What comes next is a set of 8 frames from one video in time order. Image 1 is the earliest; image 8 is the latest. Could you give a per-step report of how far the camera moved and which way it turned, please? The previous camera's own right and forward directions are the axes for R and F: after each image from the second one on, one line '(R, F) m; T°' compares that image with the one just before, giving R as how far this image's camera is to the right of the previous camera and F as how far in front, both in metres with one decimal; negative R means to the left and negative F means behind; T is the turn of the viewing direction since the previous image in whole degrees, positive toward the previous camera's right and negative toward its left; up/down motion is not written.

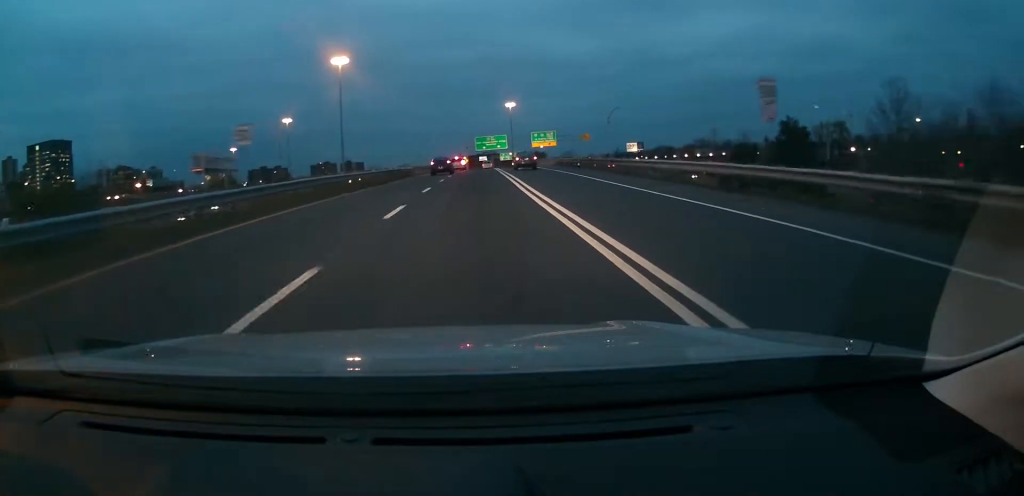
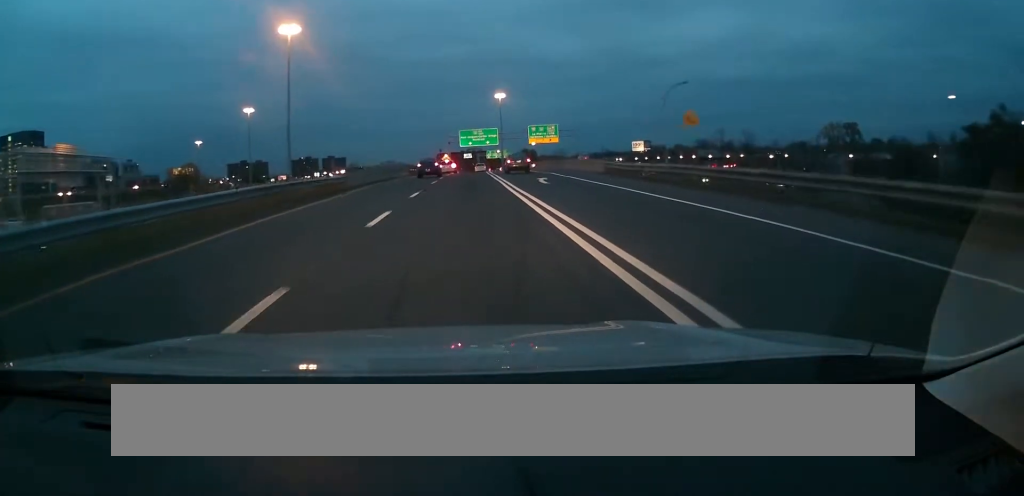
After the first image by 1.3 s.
(+1.5, +29.3) m; +5°
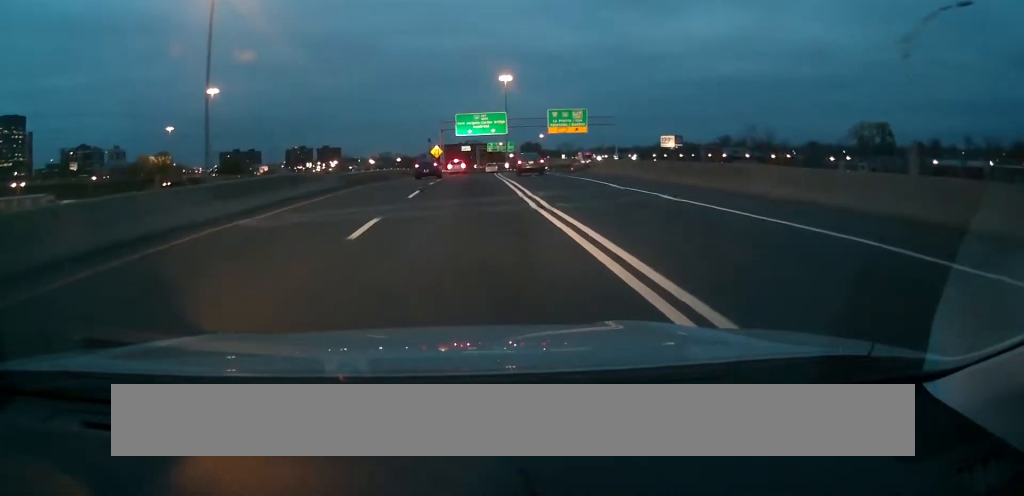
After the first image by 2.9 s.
(+0.7, +33.0) m; +2°
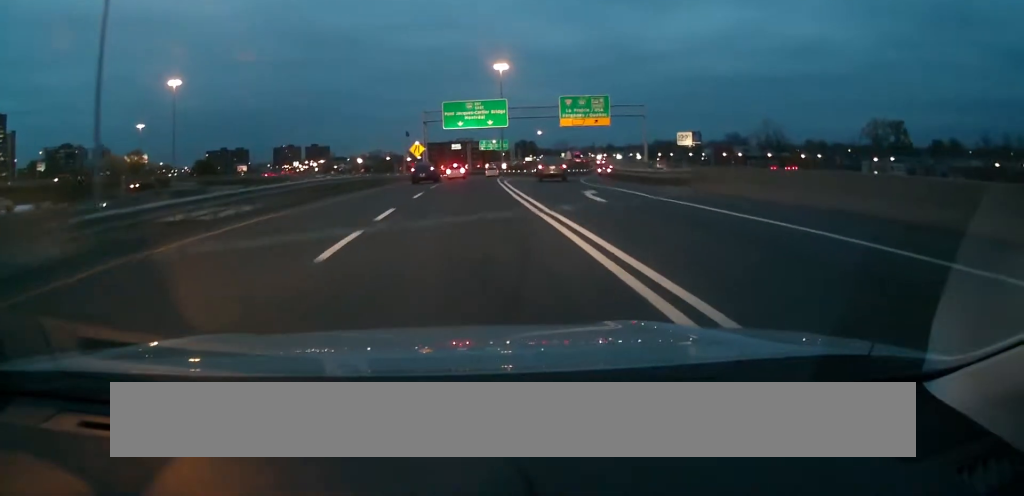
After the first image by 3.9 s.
(0.0, +20.8) m; 0°
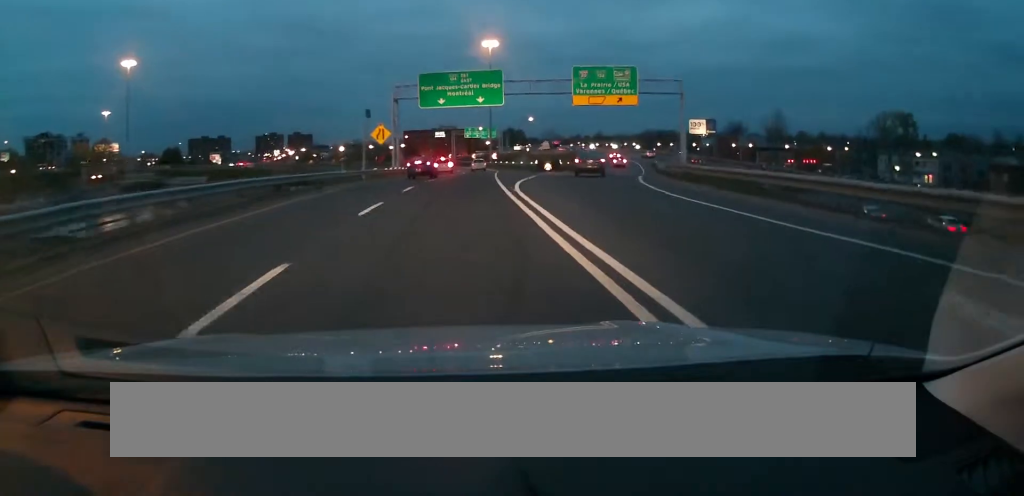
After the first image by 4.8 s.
(0.0, +18.4) m; 0°
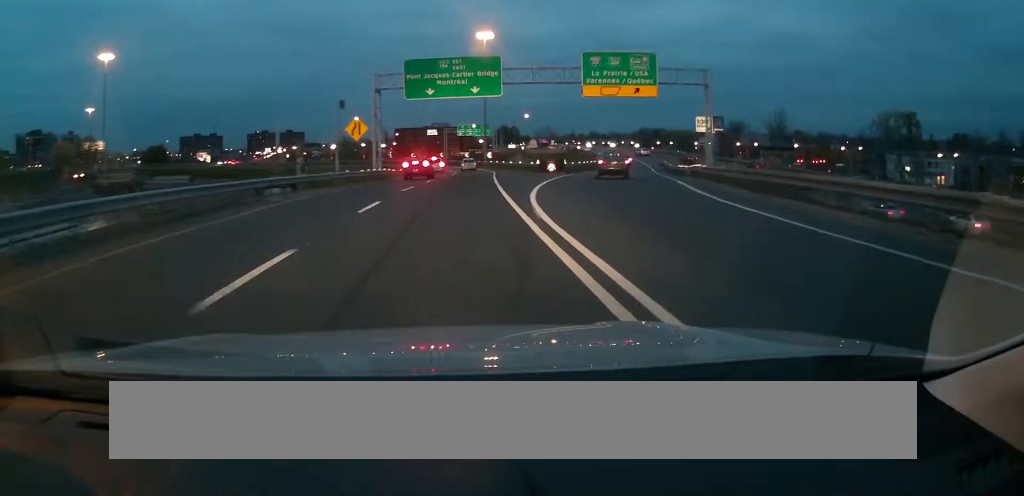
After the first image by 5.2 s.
(0.0, +8.2) m; 0°
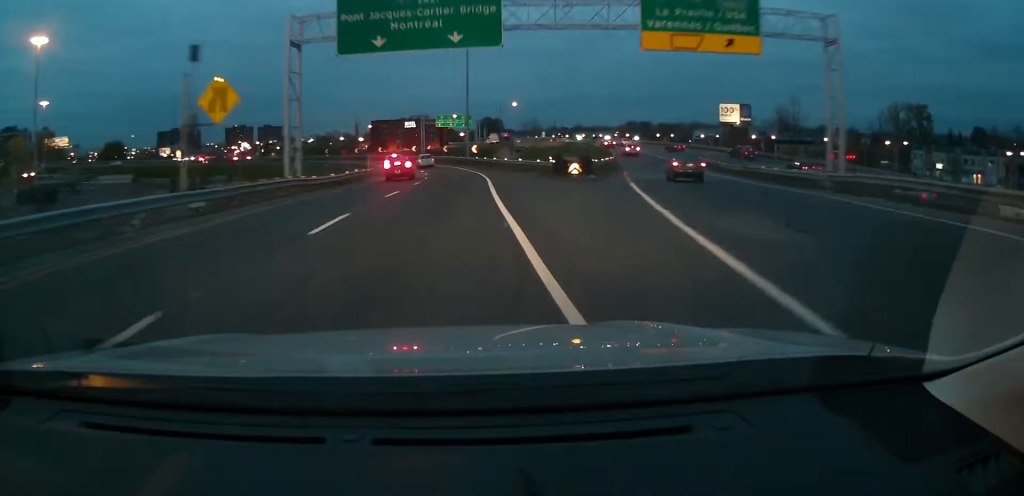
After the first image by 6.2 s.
(+0.2, +21.8) m; +1°
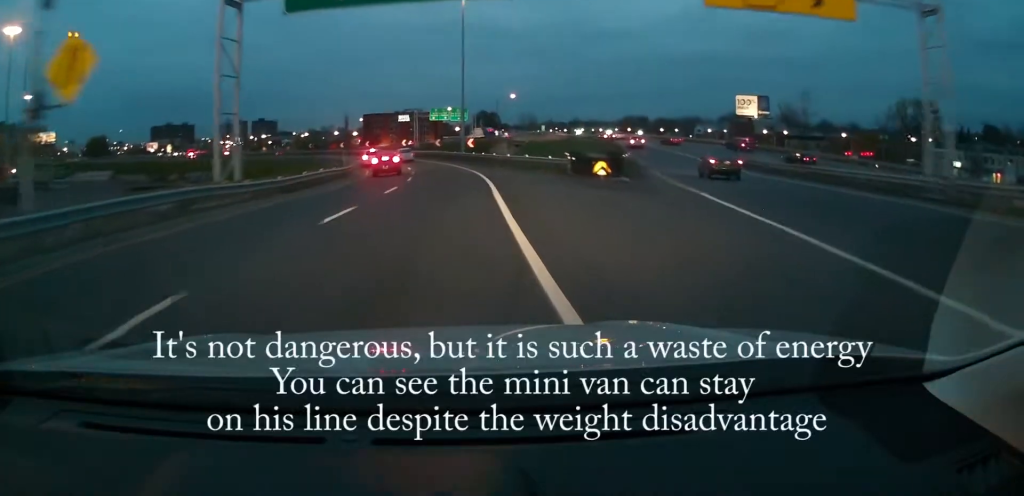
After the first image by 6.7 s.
(0.0, +8.8) m; +1°
